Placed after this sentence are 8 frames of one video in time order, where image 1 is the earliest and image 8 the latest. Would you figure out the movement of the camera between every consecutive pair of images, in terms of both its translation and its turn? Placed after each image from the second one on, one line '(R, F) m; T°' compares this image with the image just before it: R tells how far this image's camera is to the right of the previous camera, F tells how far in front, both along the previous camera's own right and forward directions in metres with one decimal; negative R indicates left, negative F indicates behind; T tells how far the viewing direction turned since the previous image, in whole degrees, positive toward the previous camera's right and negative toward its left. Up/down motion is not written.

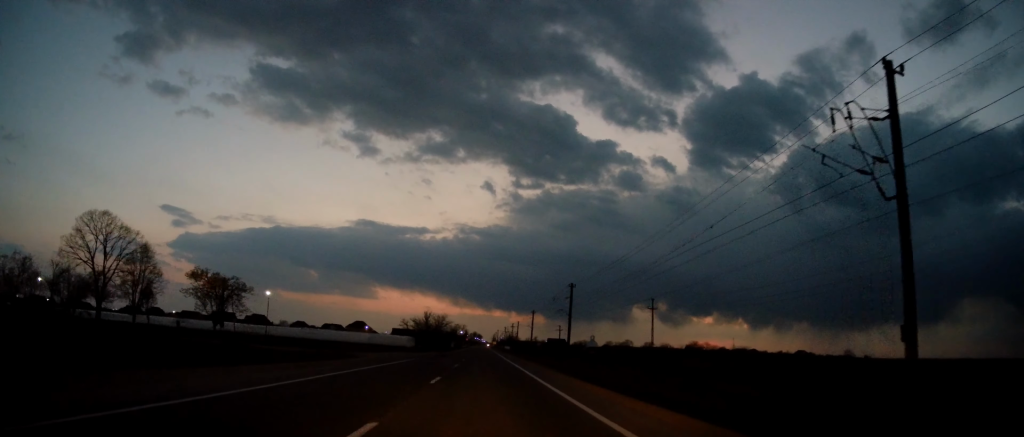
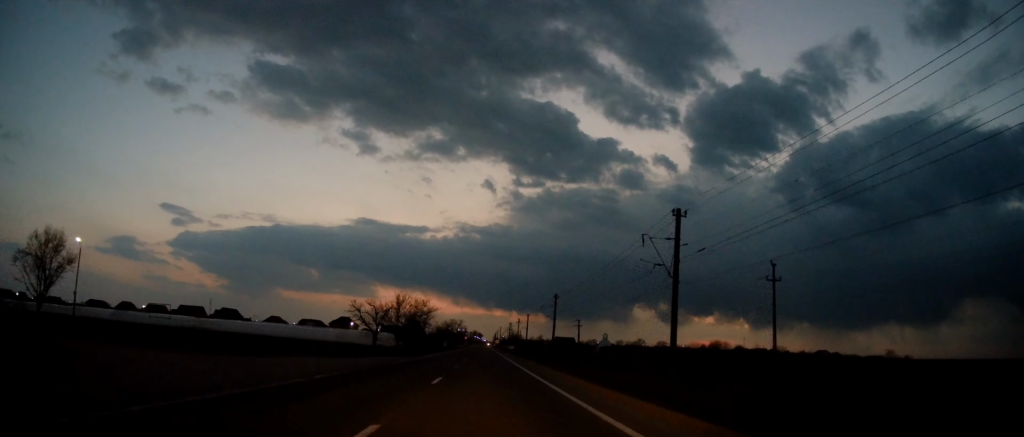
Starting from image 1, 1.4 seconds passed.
(0.0, +35.2) m; 0°
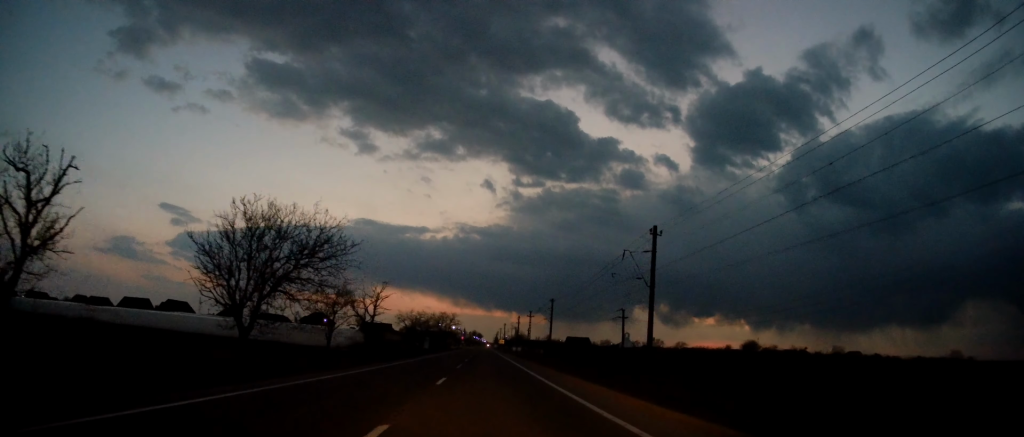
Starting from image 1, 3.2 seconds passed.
(0.0, +46.3) m; 0°
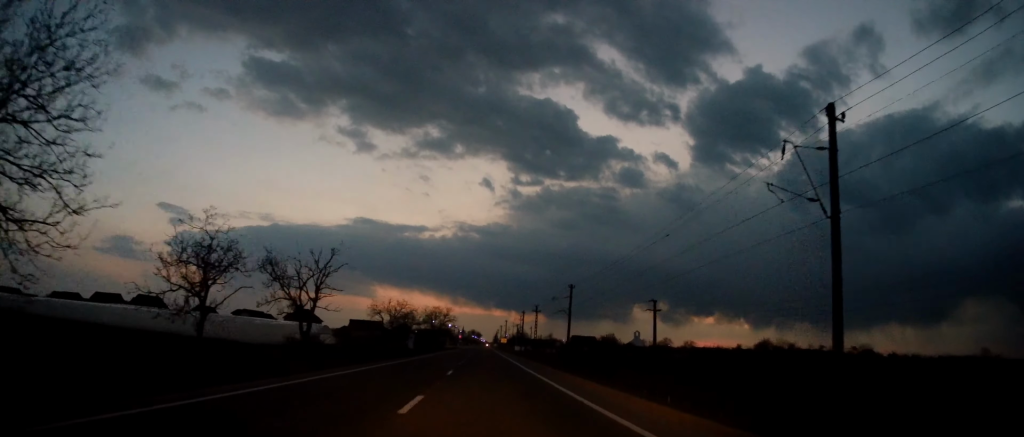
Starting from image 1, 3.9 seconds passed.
(0.0, +18.7) m; 0°
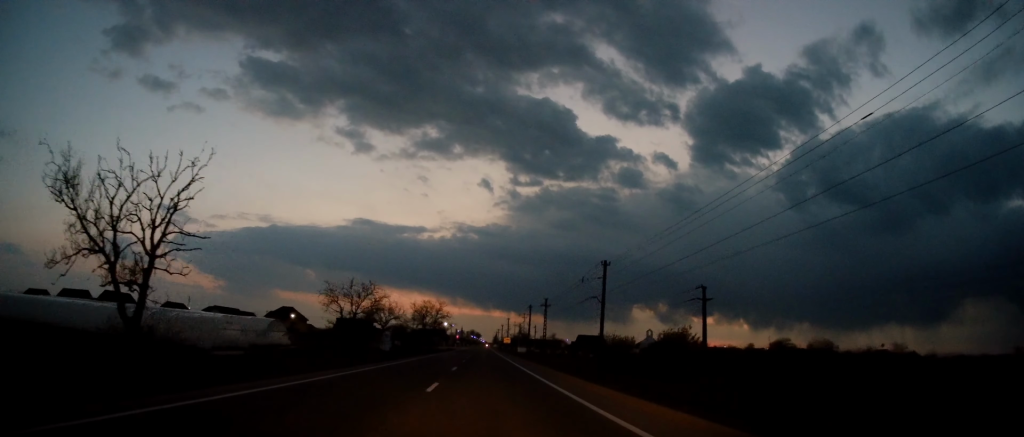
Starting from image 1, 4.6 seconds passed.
(0.0, +18.7) m; -1°
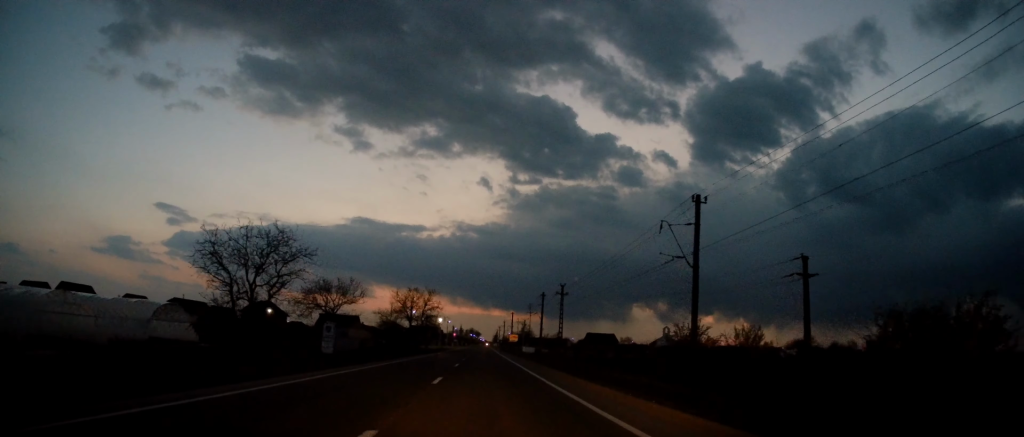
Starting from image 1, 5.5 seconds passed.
(-0.2, +21.1) m; 0°
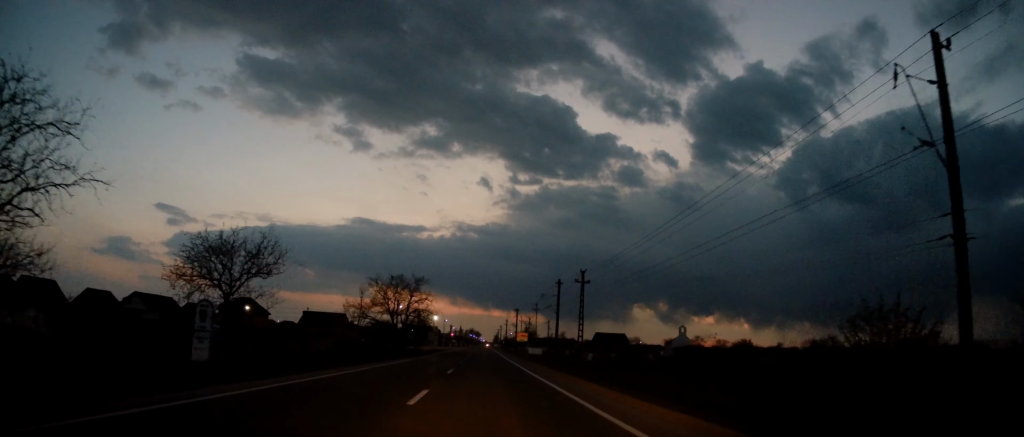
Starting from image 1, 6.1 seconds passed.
(-0.3, +16.8) m; 0°
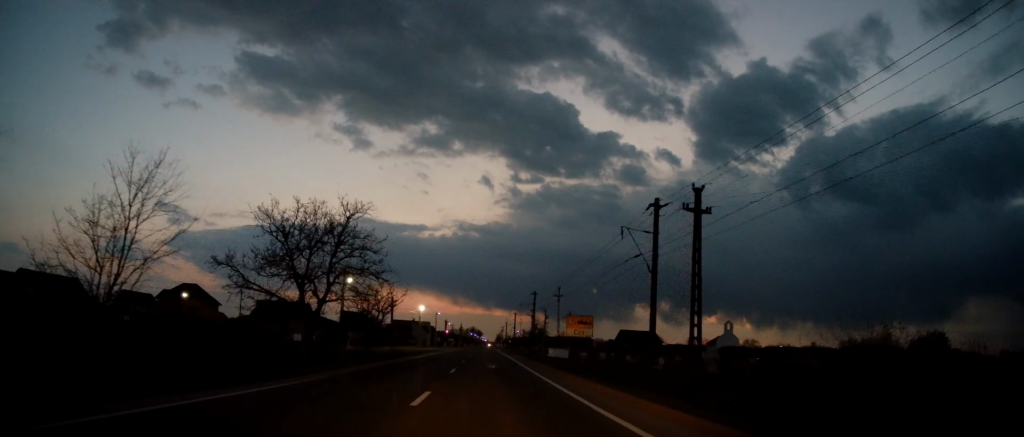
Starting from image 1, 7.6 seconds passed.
(+0.7, +35.5) m; +1°
